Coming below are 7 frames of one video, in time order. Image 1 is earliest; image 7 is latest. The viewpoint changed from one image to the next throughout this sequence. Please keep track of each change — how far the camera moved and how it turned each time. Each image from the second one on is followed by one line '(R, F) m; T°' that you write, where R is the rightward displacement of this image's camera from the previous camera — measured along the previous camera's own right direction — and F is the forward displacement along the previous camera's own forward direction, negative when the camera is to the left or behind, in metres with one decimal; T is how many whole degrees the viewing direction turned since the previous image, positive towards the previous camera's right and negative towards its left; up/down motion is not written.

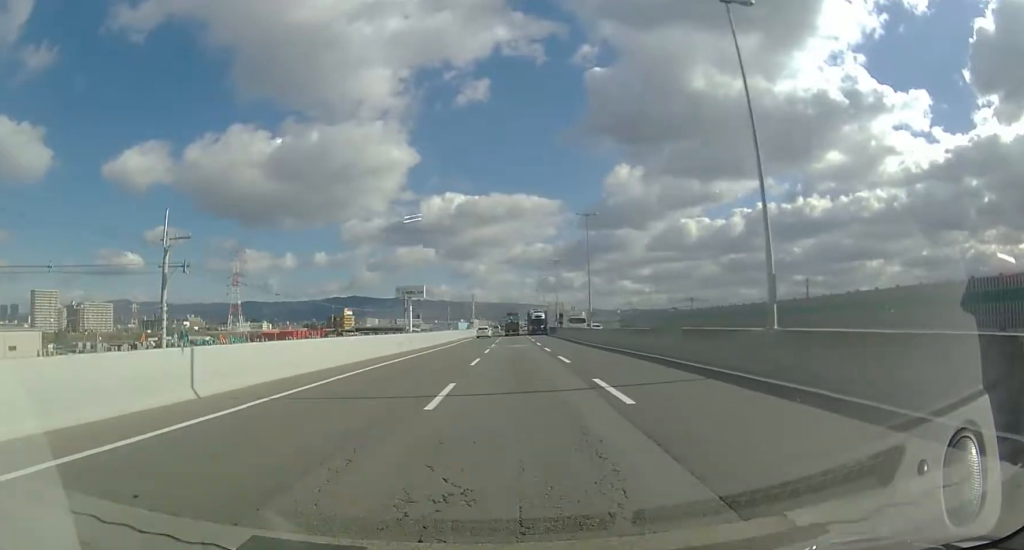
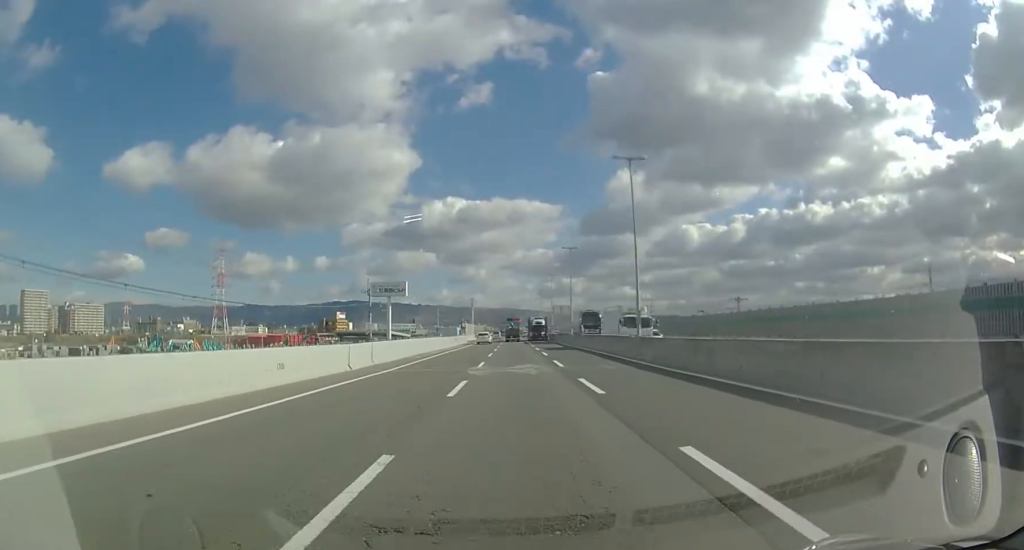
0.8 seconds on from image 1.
(-0.1, +16.8) m; 0°
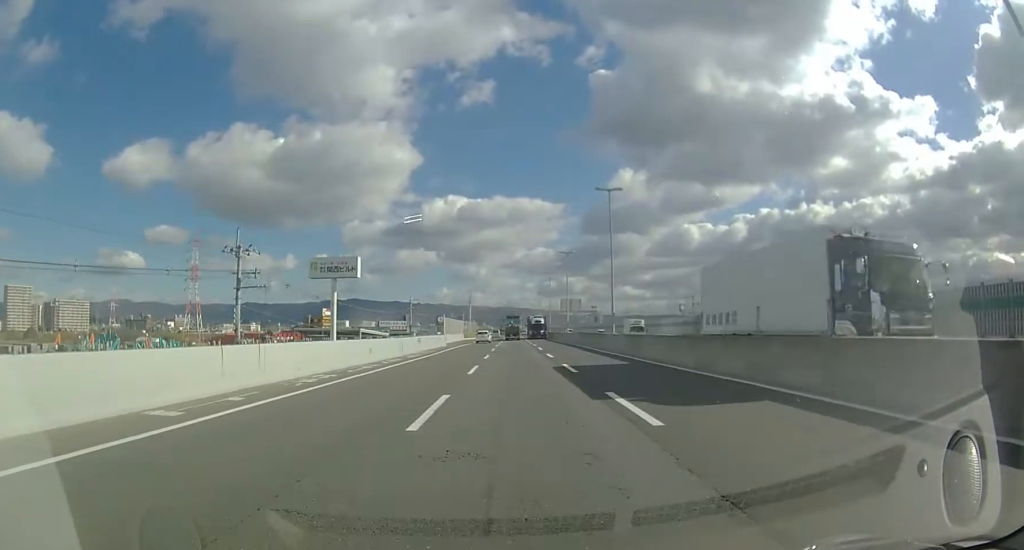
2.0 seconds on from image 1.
(+0.3, +24.0) m; +1°
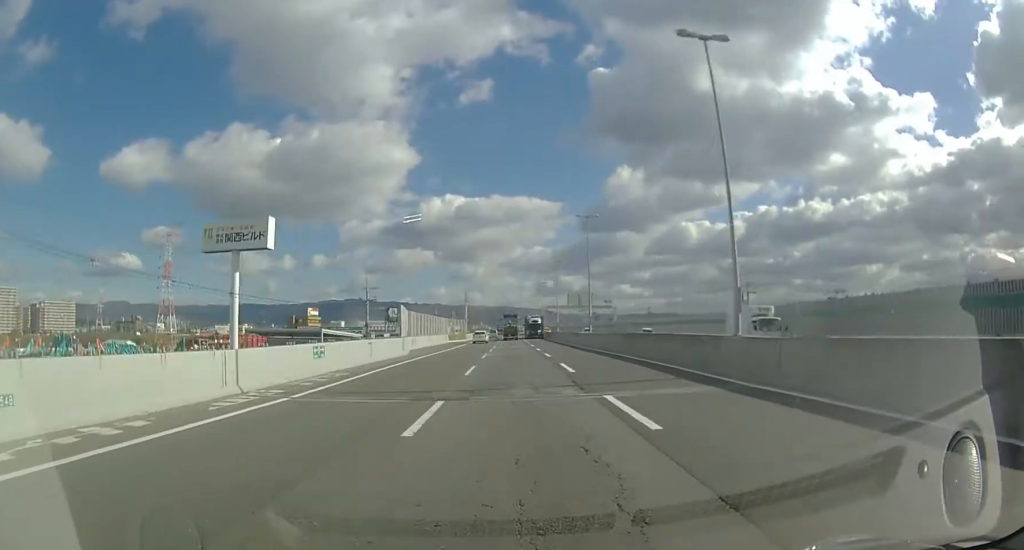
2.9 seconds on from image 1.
(-0.1, +20.4) m; 0°
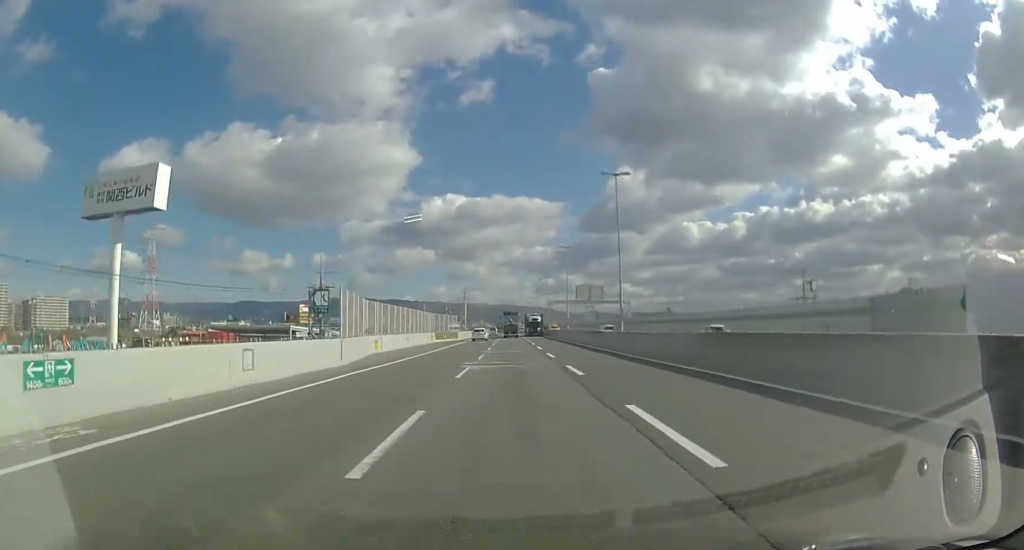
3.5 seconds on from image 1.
(+0.1, +12.0) m; 0°
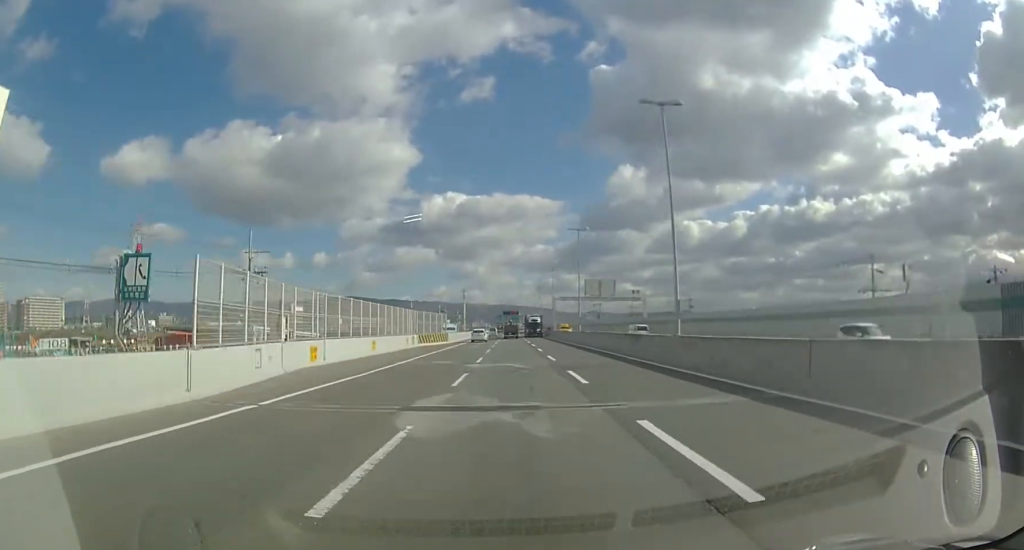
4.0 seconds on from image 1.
(0.0, +11.0) m; 0°
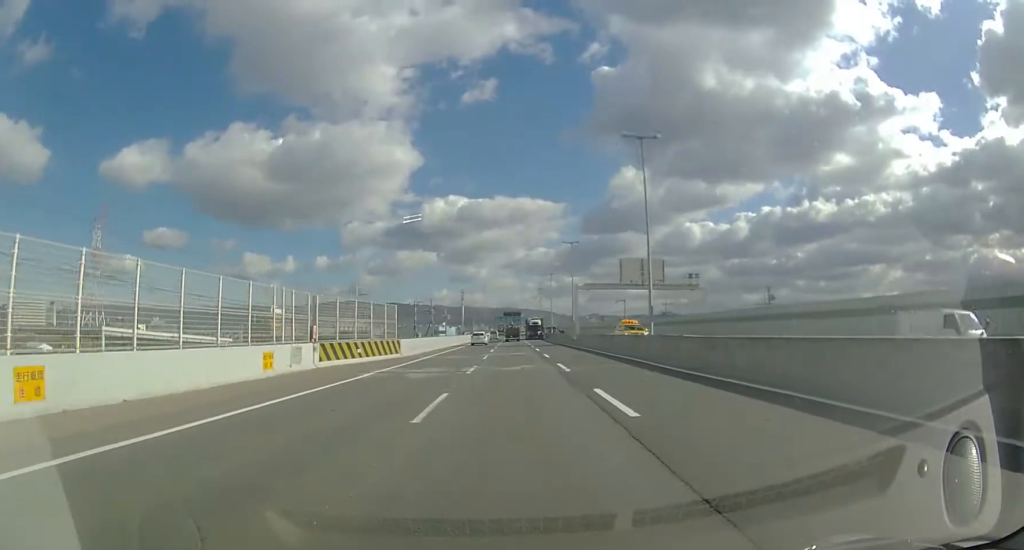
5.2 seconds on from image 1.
(0.0, +25.5) m; 0°
